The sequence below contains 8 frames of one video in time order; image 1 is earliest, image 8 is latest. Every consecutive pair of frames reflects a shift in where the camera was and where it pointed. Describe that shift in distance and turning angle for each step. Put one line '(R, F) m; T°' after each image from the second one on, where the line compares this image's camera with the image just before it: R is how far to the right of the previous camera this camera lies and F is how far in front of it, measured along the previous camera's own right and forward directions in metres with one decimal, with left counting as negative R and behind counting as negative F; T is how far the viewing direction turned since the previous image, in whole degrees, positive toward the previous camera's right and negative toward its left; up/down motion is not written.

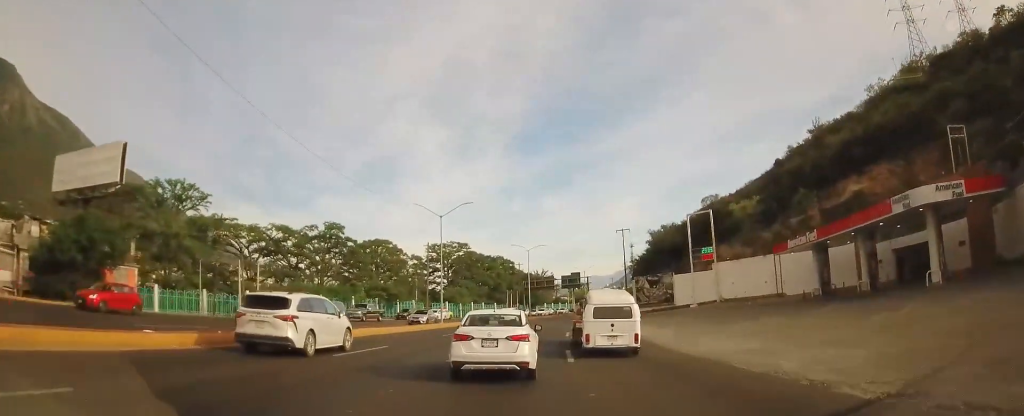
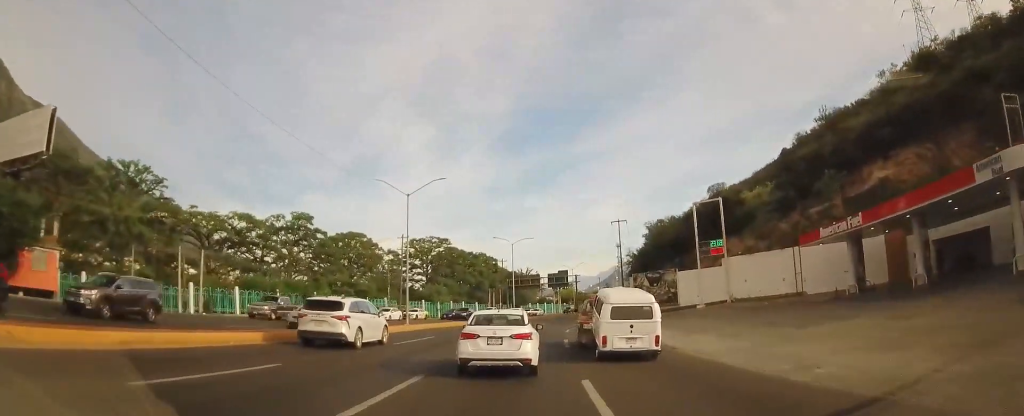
(0.0, +8.9) m; +3°
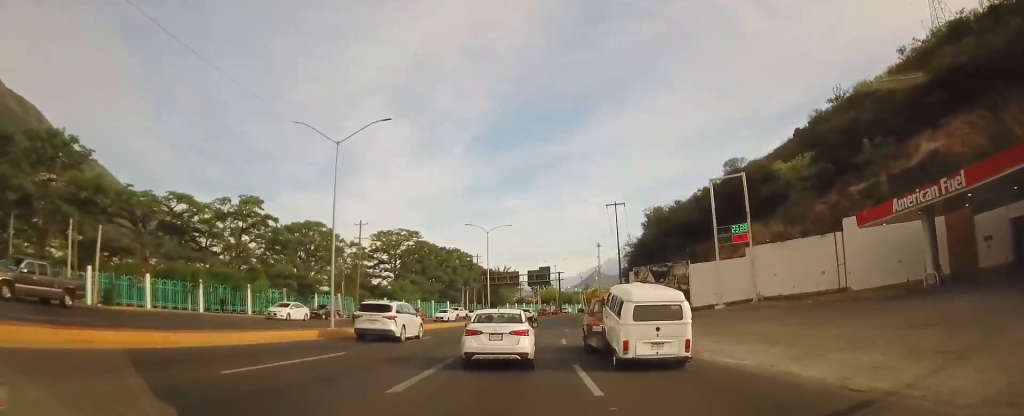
(+0.6, +12.7) m; +4°
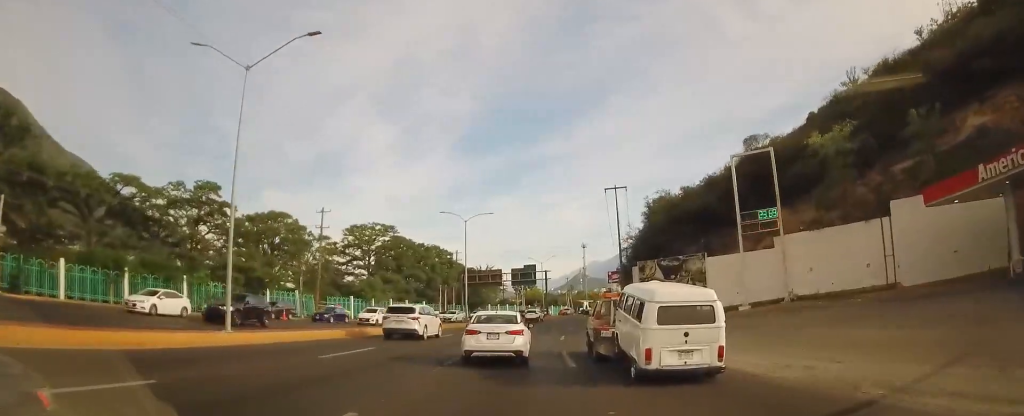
(+0.2, +9.4) m; +2°
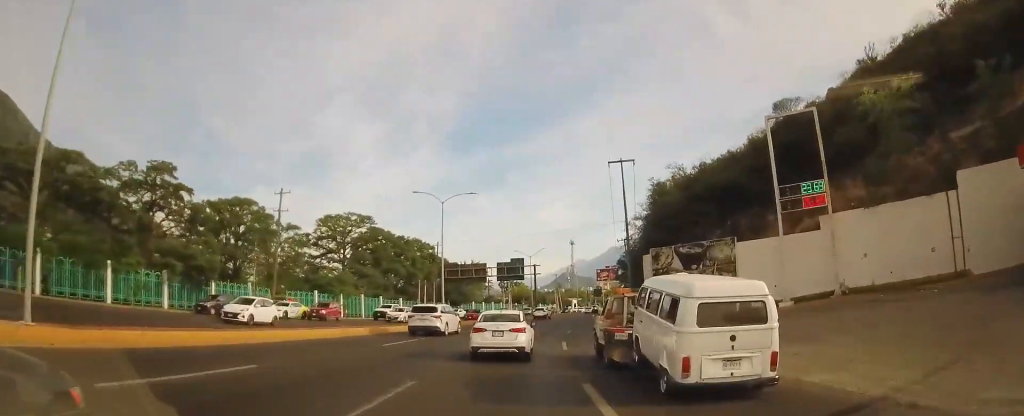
(-0.1, +9.0) m; +2°
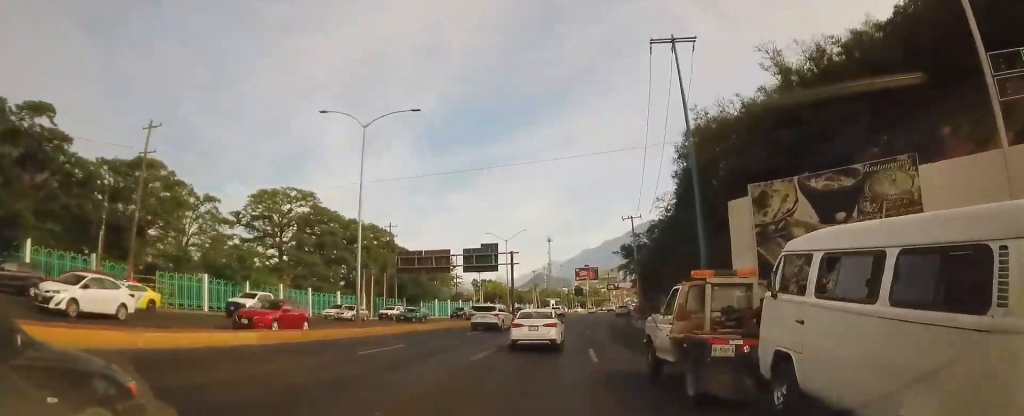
(+0.8, +20.7) m; +3°
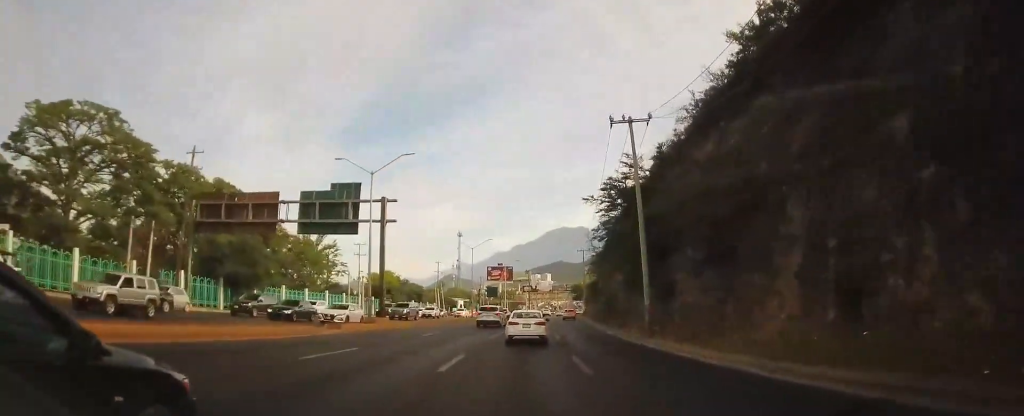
(+1.7, +33.3) m; +7°
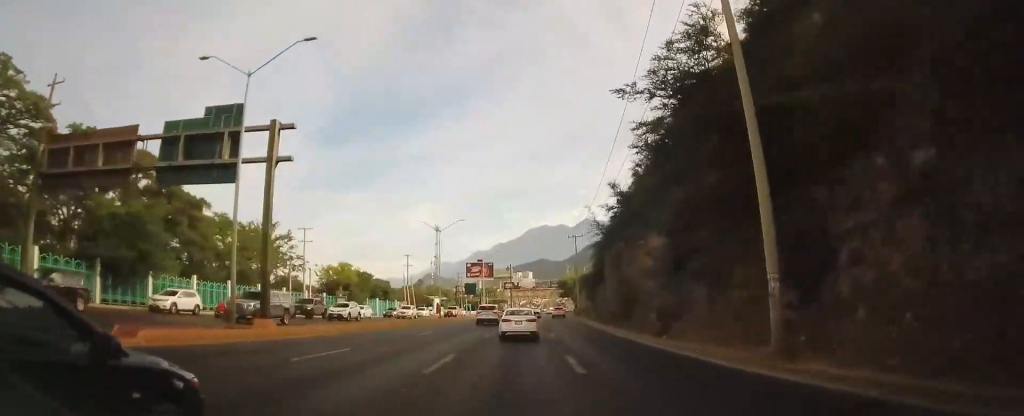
(+0.7, +15.4) m; +2°
